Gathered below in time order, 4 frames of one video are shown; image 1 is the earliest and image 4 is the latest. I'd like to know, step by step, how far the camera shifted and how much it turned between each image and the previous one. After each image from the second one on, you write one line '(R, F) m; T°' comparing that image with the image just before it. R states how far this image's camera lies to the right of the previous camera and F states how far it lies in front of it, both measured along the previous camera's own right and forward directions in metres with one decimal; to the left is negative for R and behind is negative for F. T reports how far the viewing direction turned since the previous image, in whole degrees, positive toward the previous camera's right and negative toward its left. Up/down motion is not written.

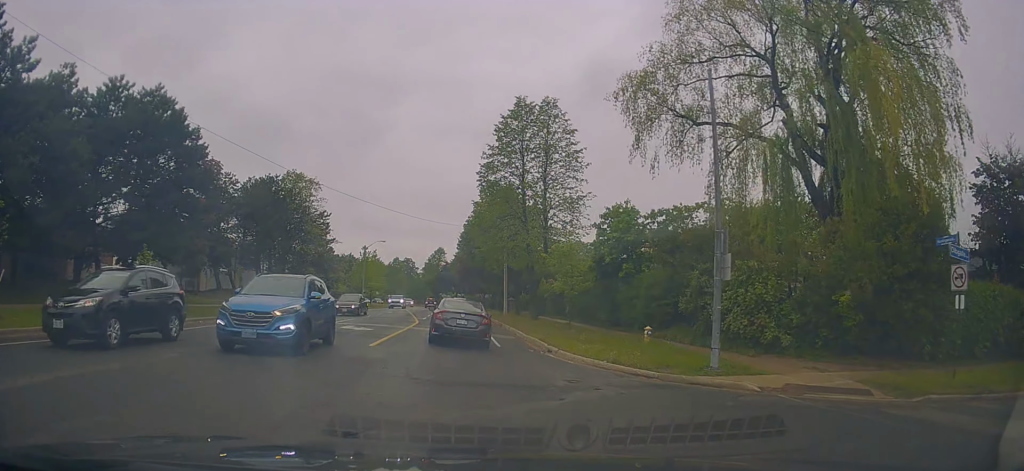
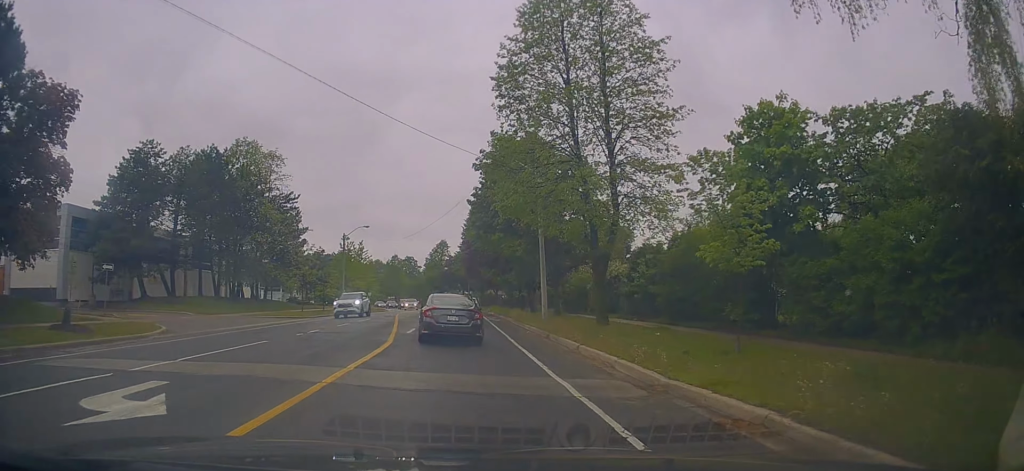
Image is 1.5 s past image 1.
(+0.1, +16.2) m; -1°
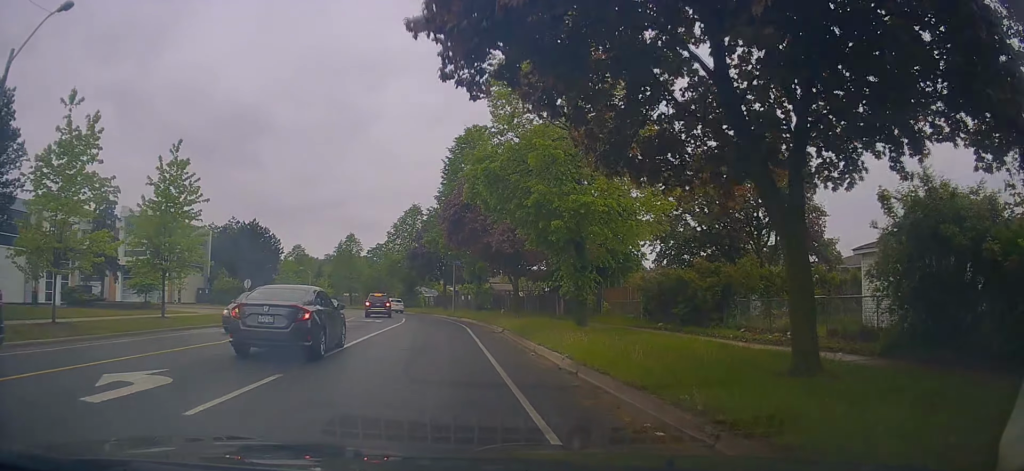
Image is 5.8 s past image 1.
(+1.0, +44.3) m; +2°
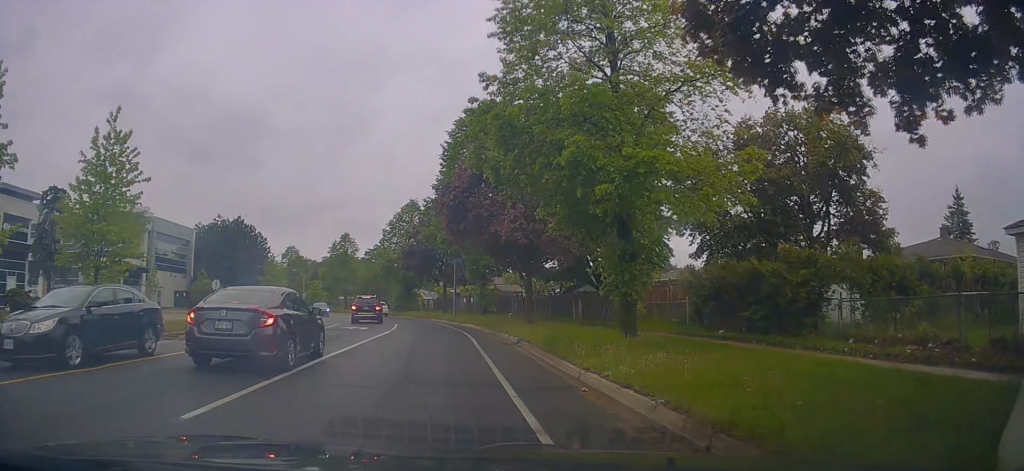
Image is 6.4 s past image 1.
(-0.2, +6.0) m; -2°
